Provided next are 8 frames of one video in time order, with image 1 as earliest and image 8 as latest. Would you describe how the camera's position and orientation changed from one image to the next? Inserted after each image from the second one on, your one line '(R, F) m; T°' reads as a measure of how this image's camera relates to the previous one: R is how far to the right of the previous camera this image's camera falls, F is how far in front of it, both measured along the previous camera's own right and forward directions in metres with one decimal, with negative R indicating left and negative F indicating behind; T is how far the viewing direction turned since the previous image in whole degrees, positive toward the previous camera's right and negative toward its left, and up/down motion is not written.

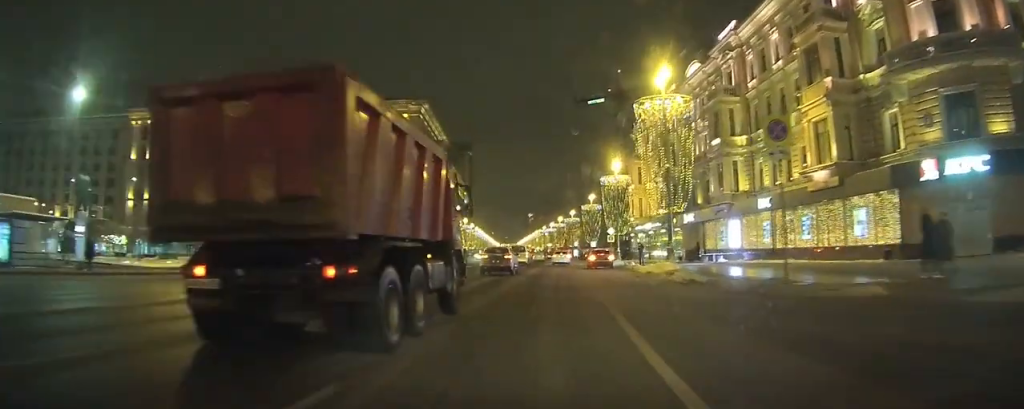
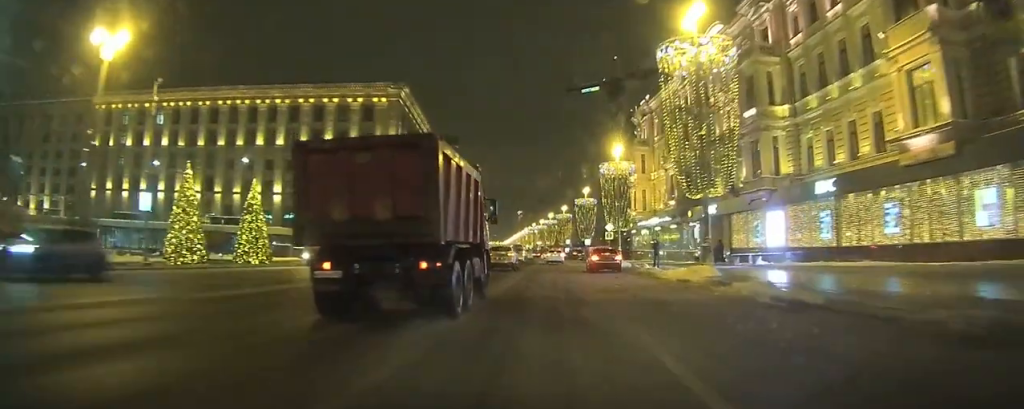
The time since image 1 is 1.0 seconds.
(+0.1, +9.5) m; +1°
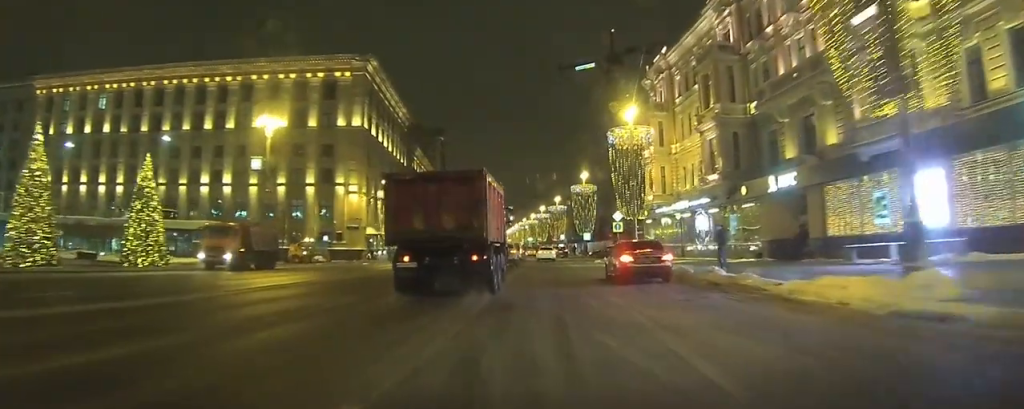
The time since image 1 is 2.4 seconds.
(+0.2, +14.8) m; +1°
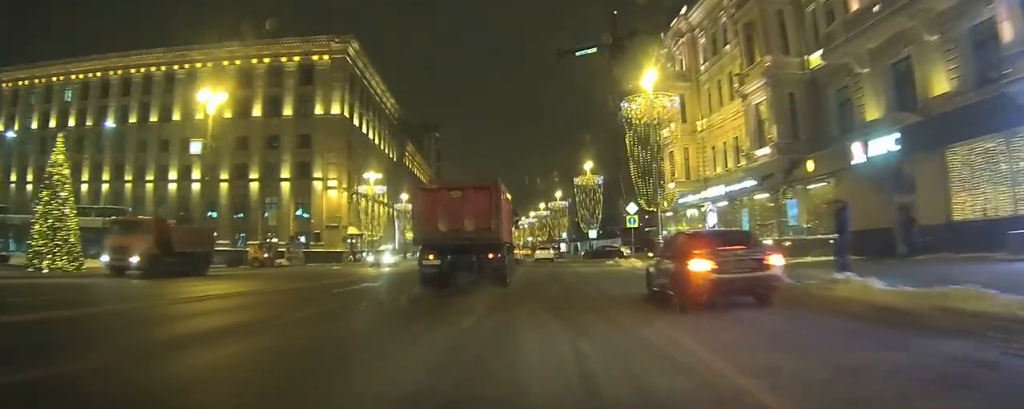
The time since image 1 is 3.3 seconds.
(0.0, +8.7) m; +1°
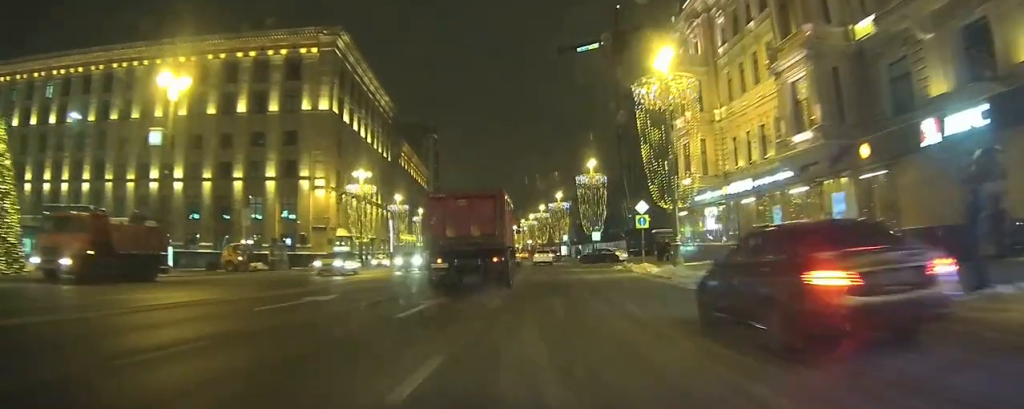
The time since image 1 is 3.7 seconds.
(0.0, +4.5) m; +1°
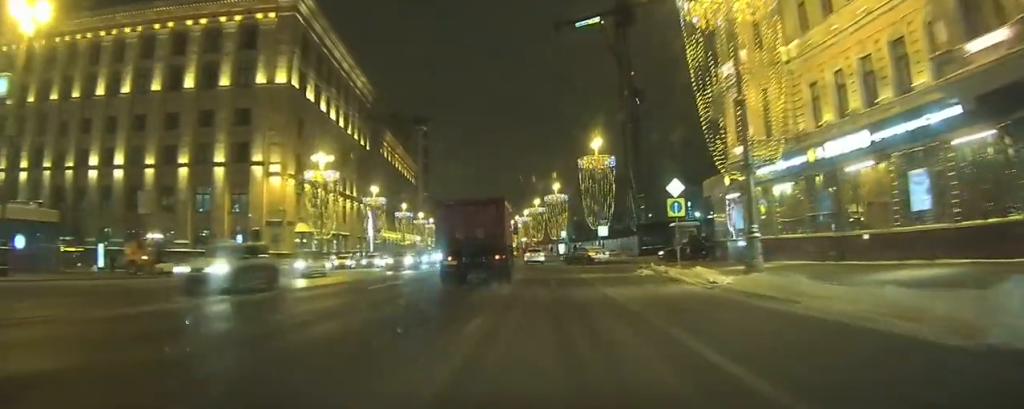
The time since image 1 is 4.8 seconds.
(+0.2, +11.9) m; +1°
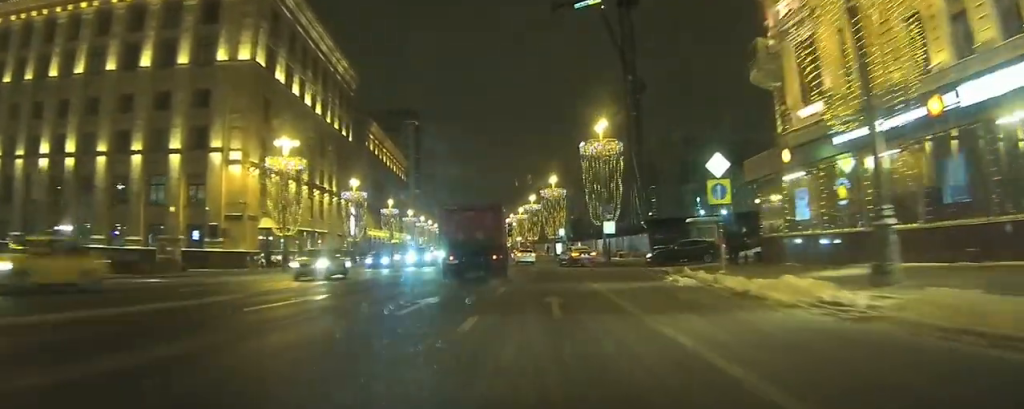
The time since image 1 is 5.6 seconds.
(+0.1, +8.1) m; 0°
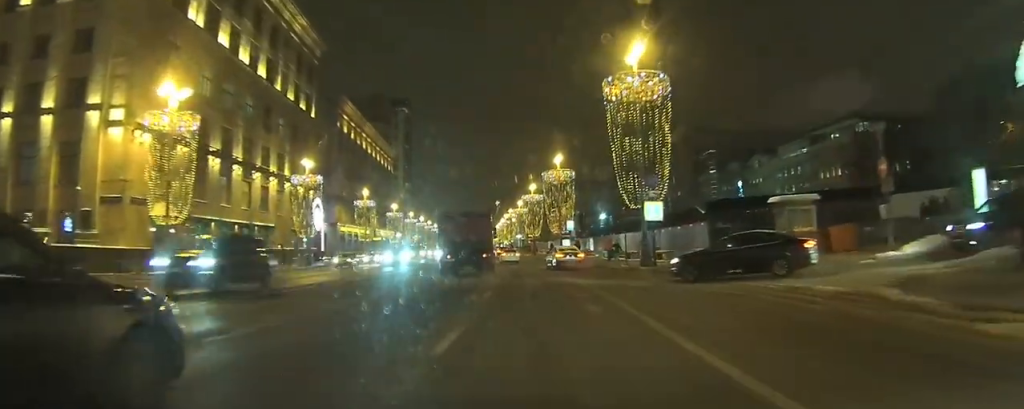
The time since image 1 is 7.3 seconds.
(0.0, +18.2) m; 0°
